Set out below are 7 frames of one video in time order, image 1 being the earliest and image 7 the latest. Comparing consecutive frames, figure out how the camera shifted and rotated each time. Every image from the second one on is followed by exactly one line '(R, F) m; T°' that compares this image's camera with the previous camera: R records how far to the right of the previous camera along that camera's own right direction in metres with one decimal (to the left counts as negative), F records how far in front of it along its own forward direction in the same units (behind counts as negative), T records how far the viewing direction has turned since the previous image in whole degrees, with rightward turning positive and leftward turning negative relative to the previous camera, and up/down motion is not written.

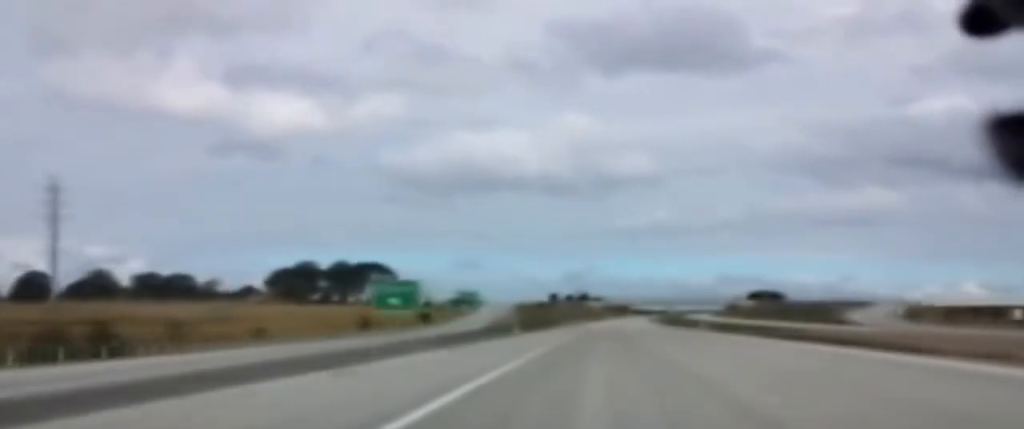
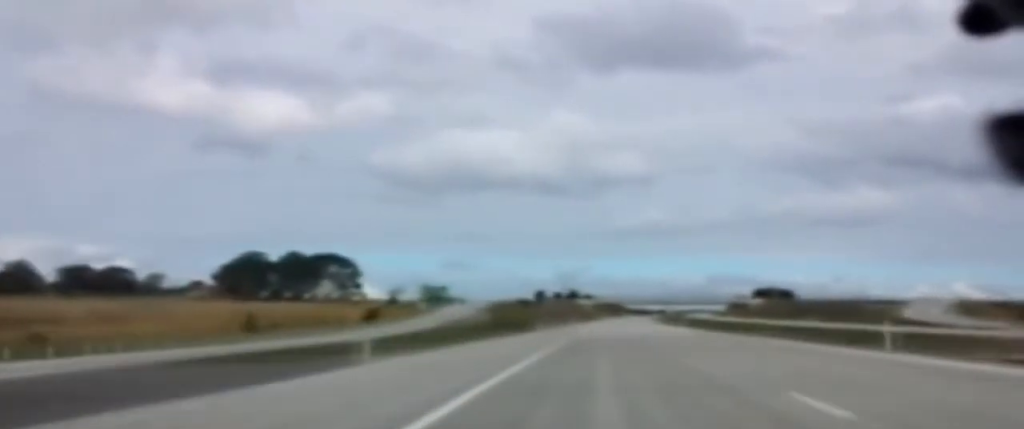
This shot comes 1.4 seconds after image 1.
(+0.4, +41.4) m; +1°
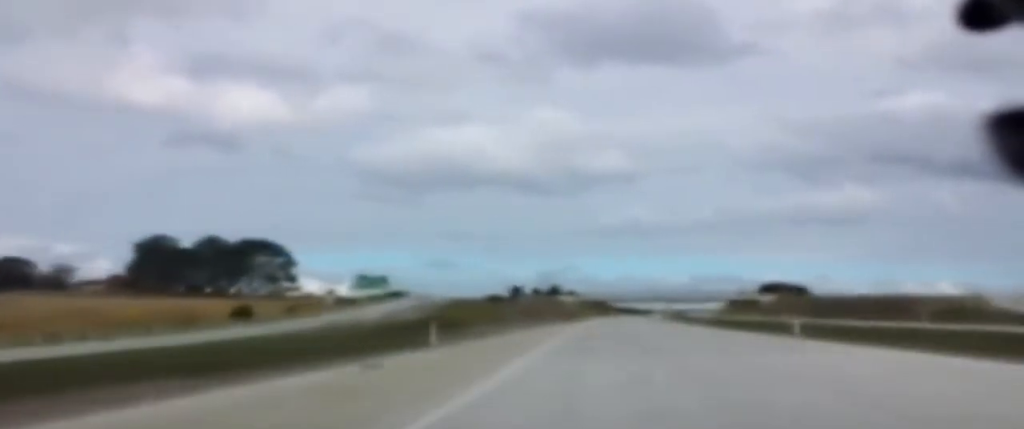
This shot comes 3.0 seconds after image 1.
(+0.5, +49.8) m; +1°
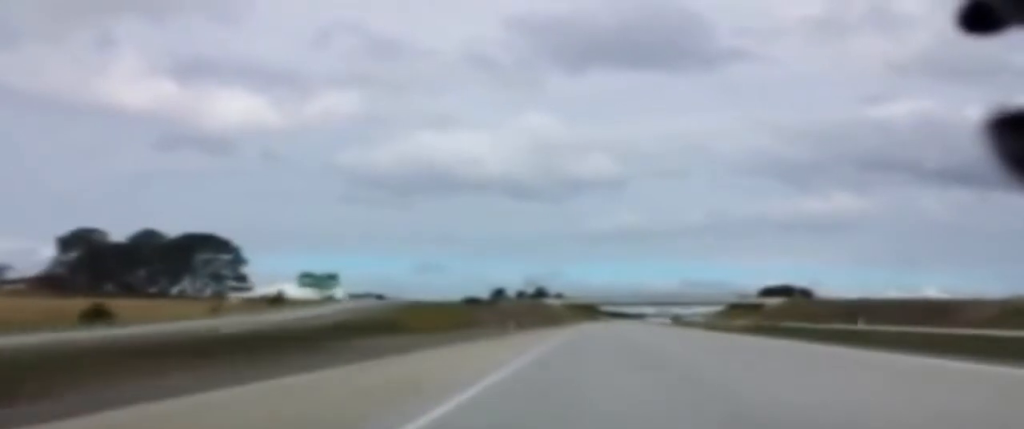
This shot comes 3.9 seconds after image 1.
(0.0, +28.5) m; 0°
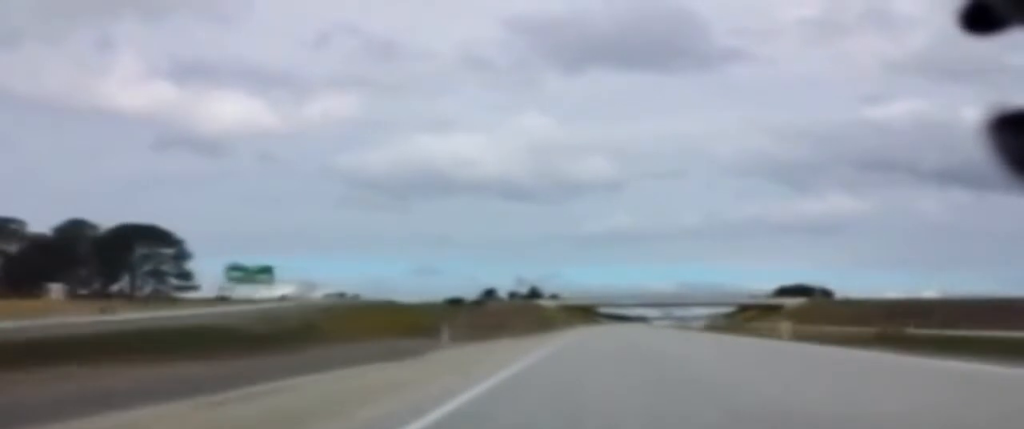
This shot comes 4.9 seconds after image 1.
(+0.2, +29.5) m; +1°
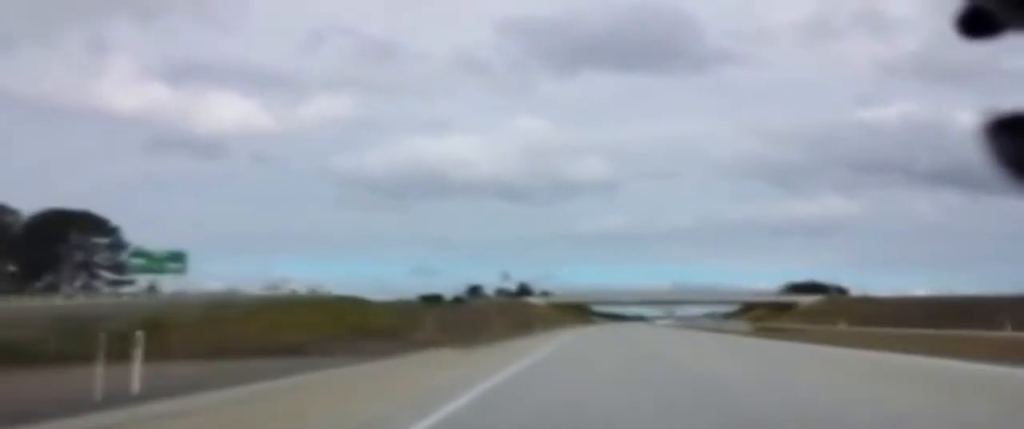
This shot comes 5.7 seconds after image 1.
(+0.2, +24.3) m; +1°
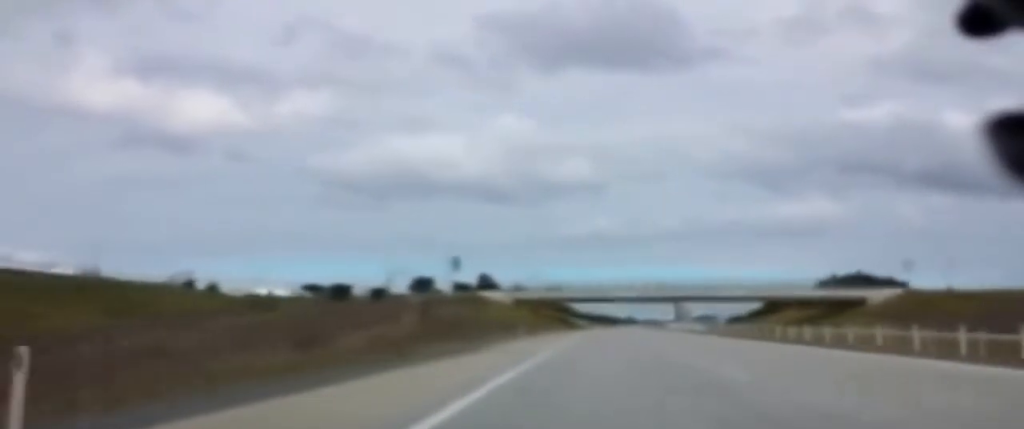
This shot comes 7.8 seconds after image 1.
(+0.1, +63.4) m; 0°
